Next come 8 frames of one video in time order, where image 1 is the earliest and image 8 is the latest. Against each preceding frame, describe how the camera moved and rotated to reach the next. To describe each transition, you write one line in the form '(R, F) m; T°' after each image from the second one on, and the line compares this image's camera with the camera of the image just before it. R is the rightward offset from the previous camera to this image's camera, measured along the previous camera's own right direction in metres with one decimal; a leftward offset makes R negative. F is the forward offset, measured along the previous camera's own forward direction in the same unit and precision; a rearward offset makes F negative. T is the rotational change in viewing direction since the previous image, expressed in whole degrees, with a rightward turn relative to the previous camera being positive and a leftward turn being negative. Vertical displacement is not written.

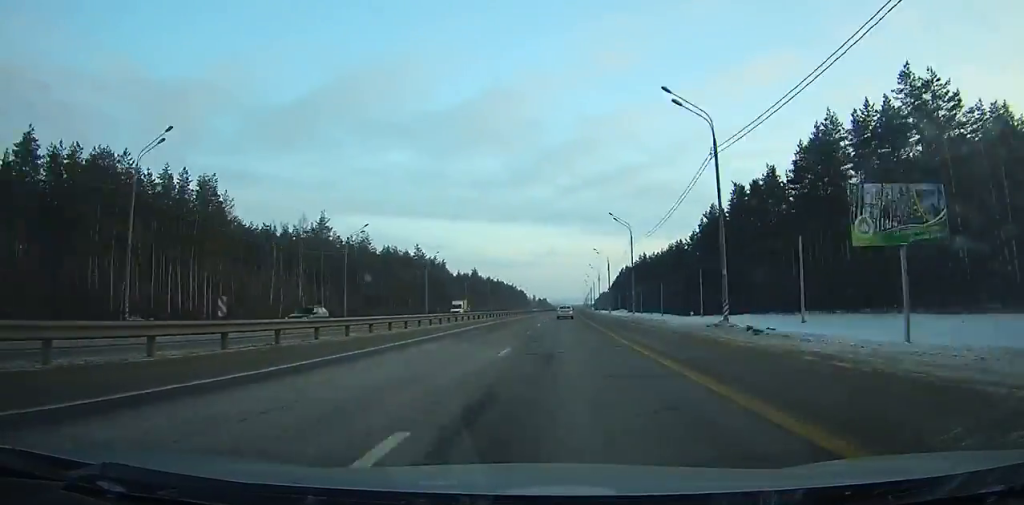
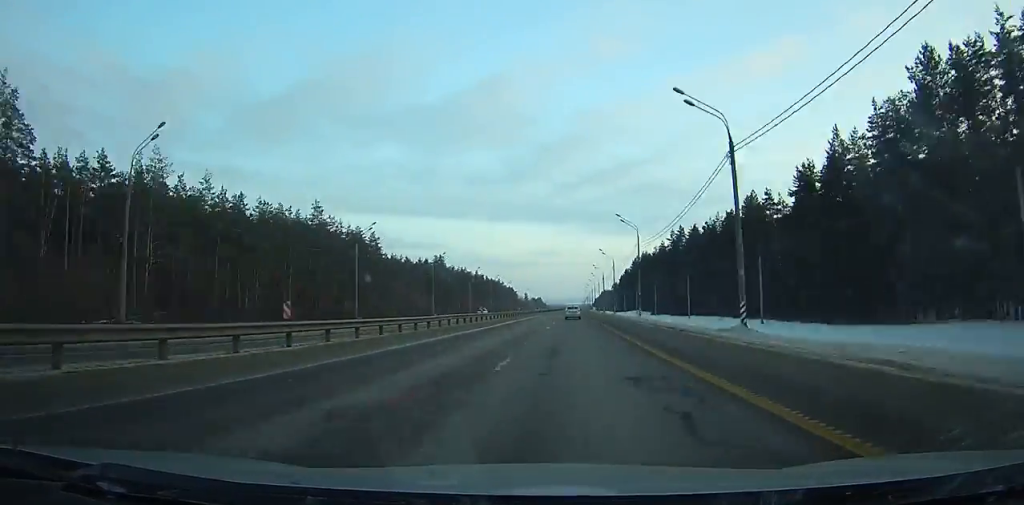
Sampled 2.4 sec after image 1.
(+0.5, +74.1) m; +1°
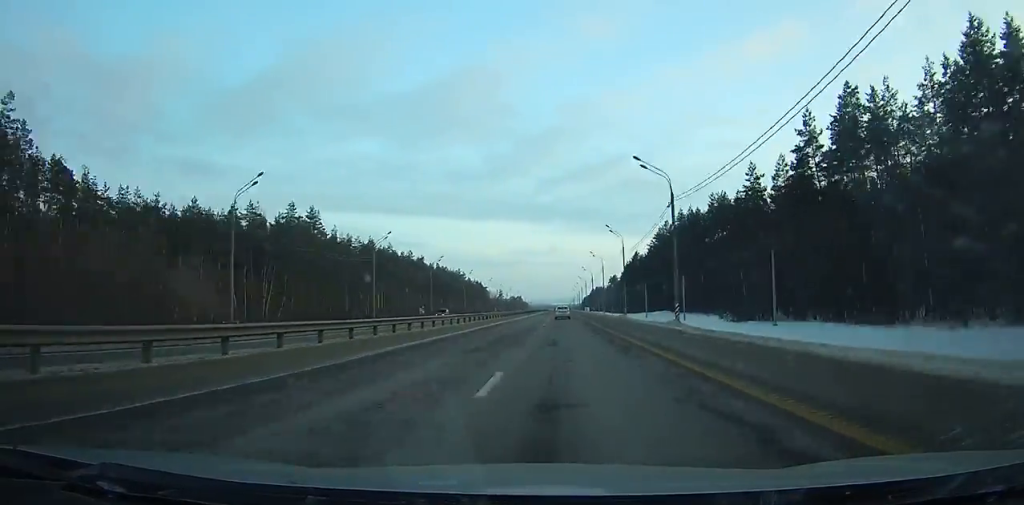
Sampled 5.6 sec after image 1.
(+1.0, +98.9) m; +1°
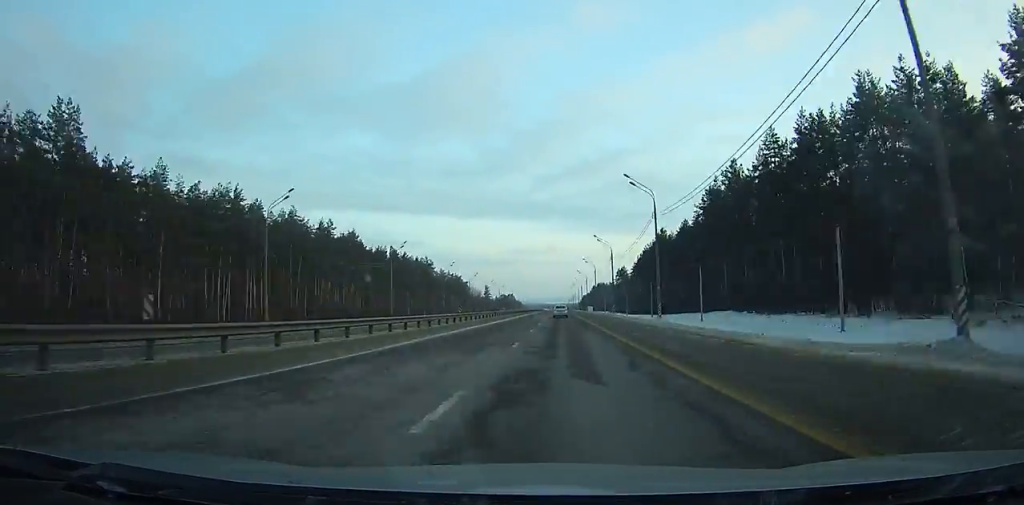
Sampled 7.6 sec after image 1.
(+0.2, +61.9) m; 0°
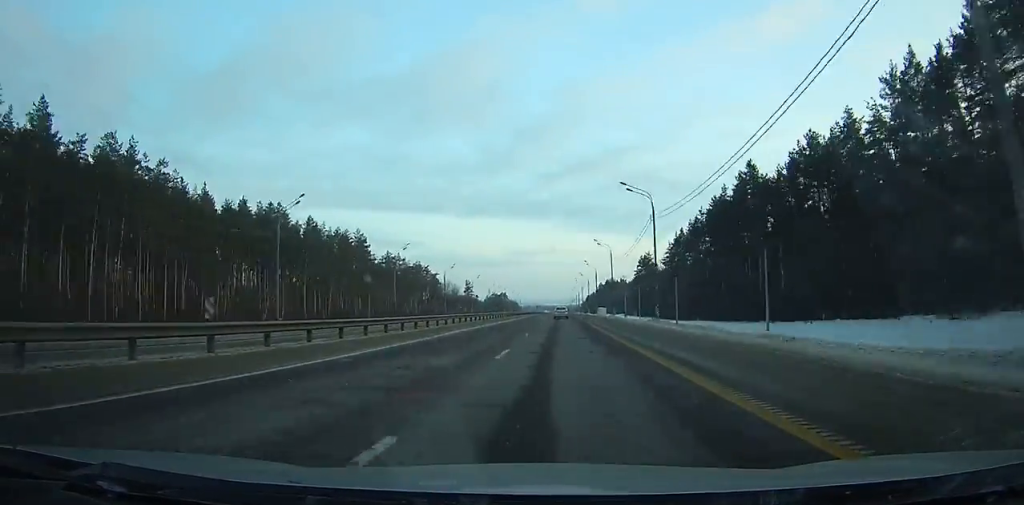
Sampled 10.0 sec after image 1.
(0.0, +74.7) m; 0°
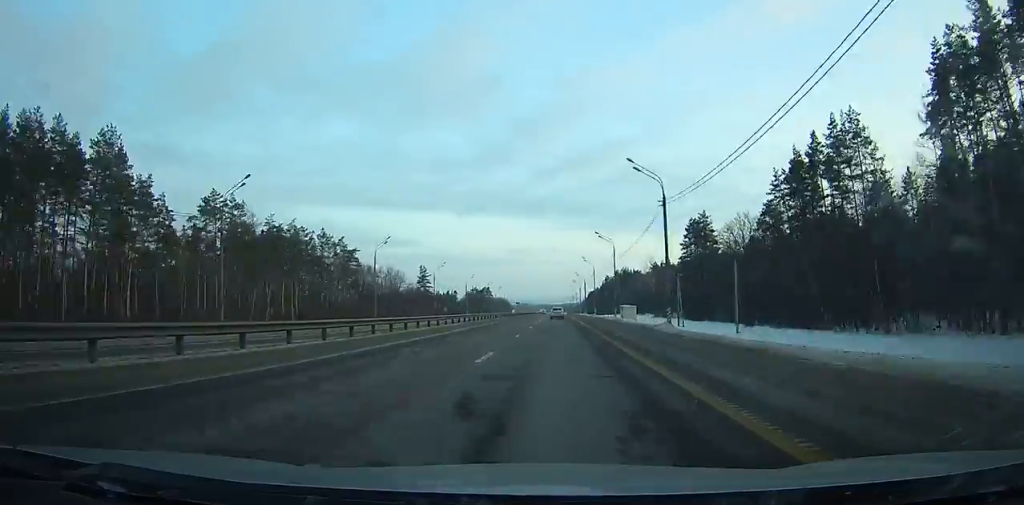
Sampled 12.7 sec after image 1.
(0.0, +84.5) m; 0°
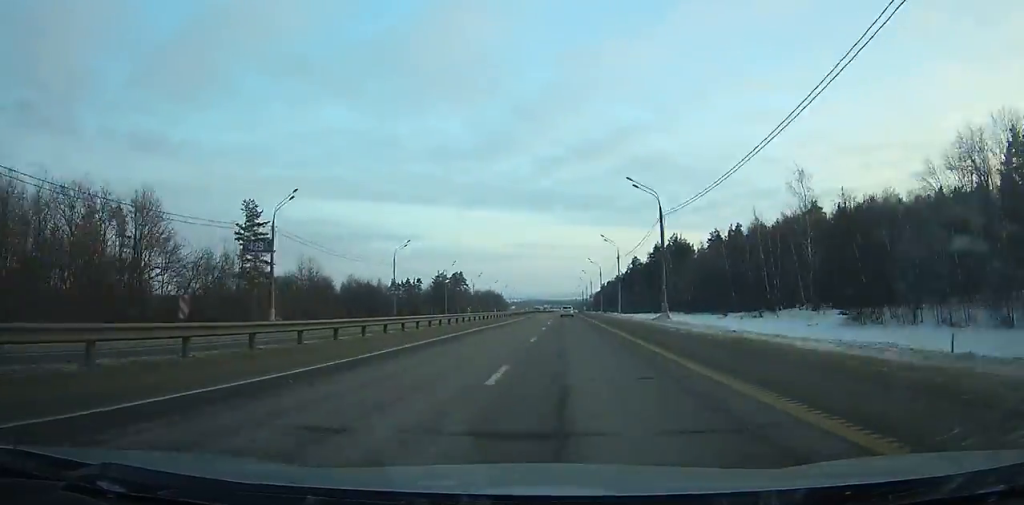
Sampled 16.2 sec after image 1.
(0.0, +110.5) m; 0°
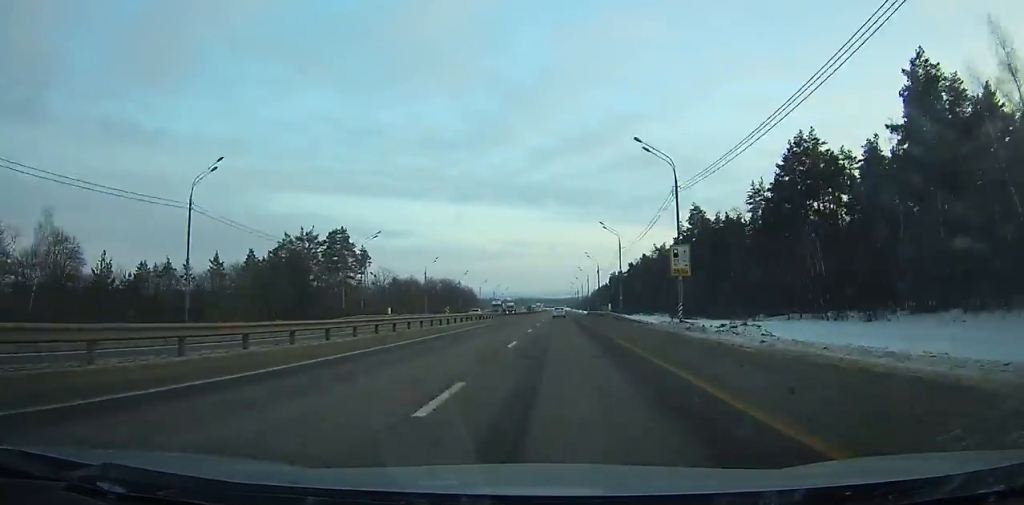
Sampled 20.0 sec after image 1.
(+0.3, +121.1) m; 0°
